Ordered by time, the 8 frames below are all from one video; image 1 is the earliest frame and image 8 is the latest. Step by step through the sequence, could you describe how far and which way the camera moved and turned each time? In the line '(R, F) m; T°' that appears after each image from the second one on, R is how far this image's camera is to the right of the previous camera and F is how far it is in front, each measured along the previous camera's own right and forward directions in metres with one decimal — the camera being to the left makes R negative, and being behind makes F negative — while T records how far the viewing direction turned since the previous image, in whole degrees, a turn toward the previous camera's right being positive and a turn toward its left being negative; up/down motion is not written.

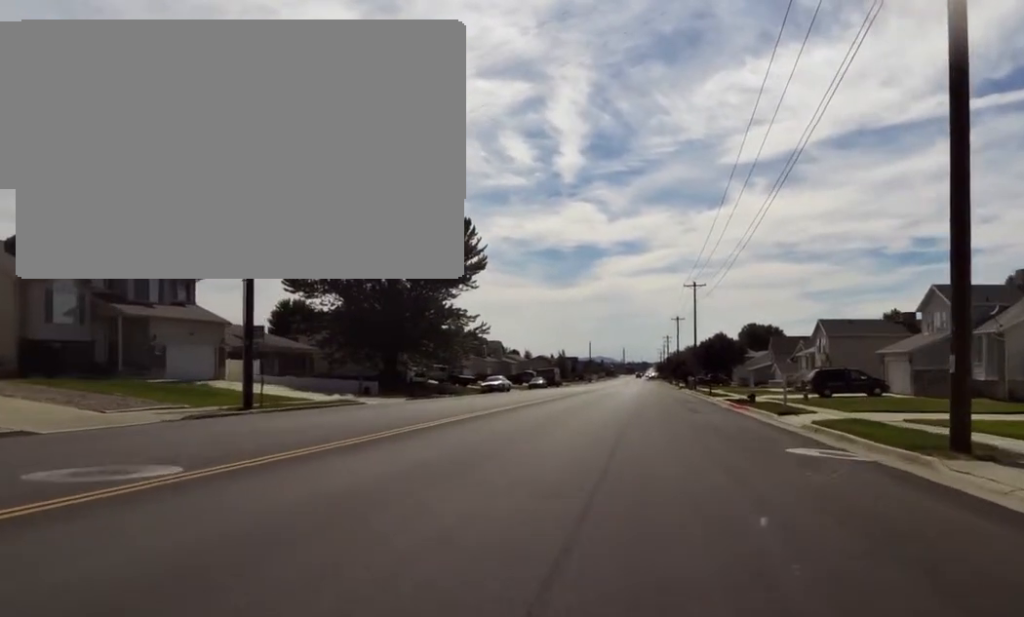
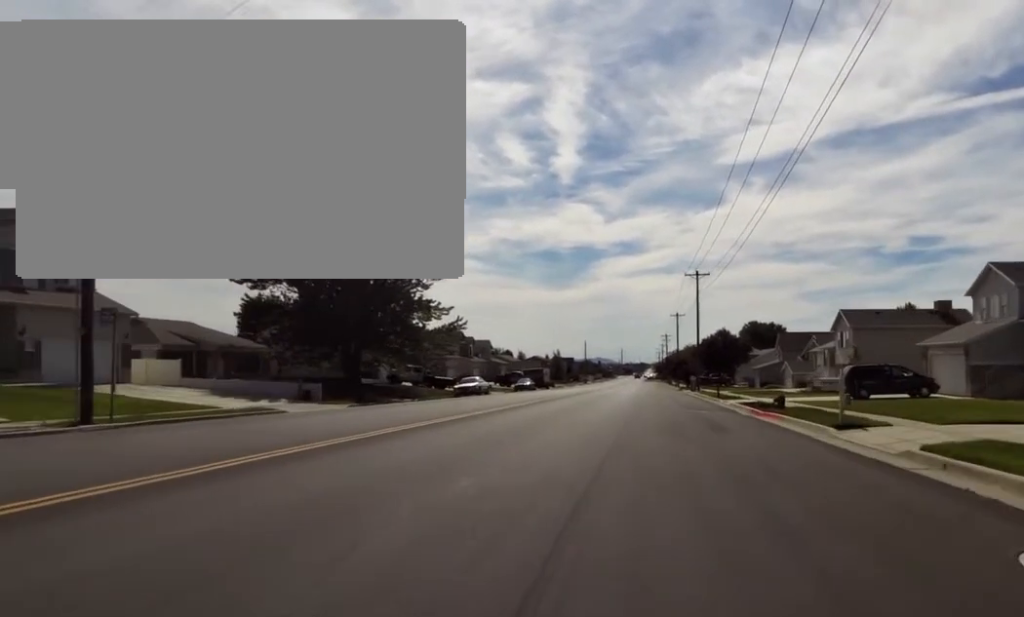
(0.0, +7.9) m; 0°
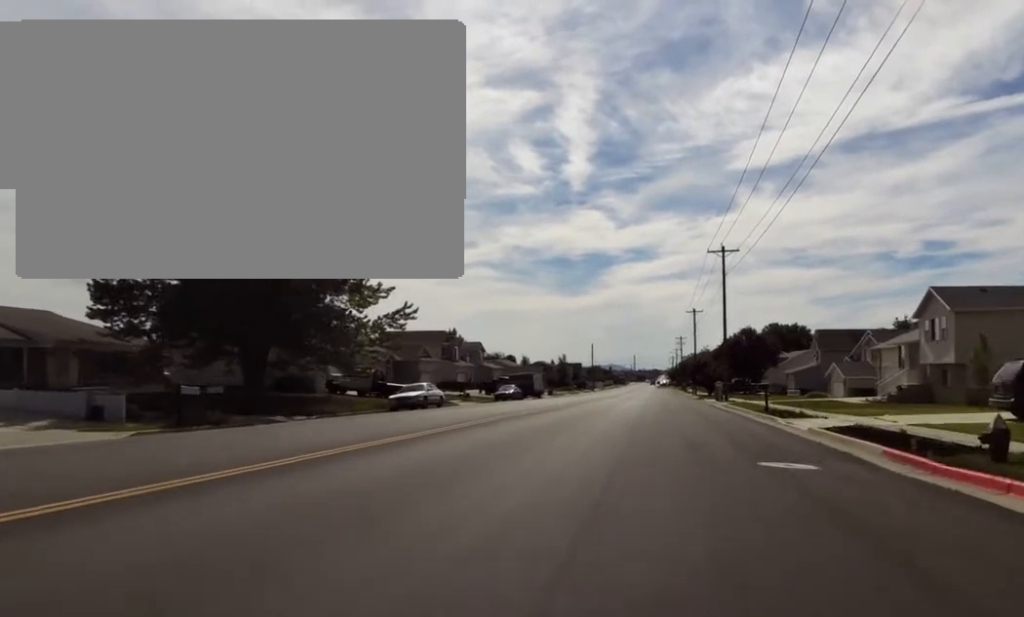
(0.0, +16.1) m; 0°
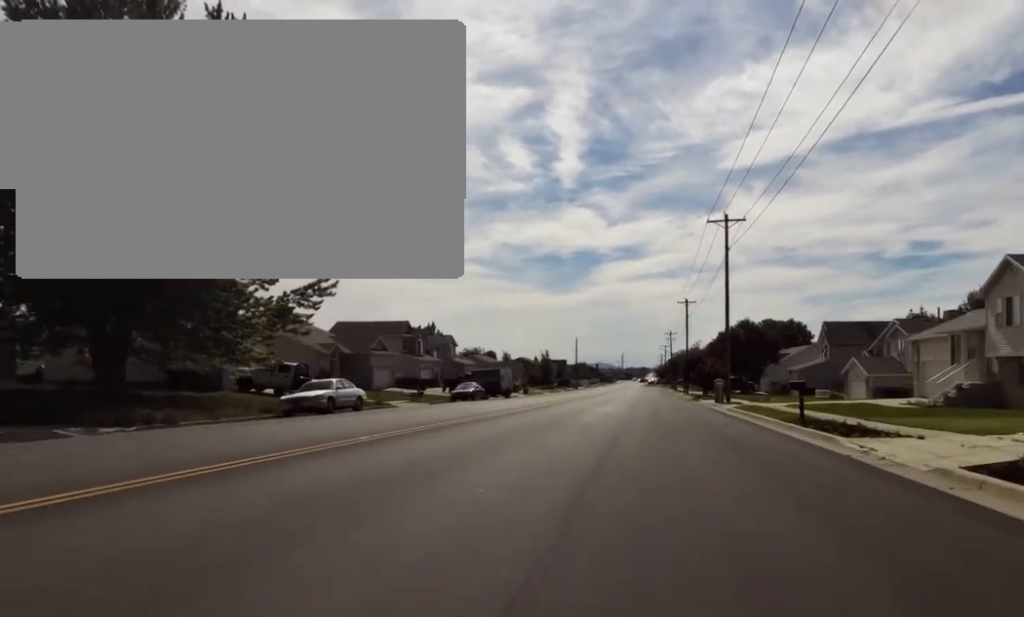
(0.0, +10.0) m; 0°
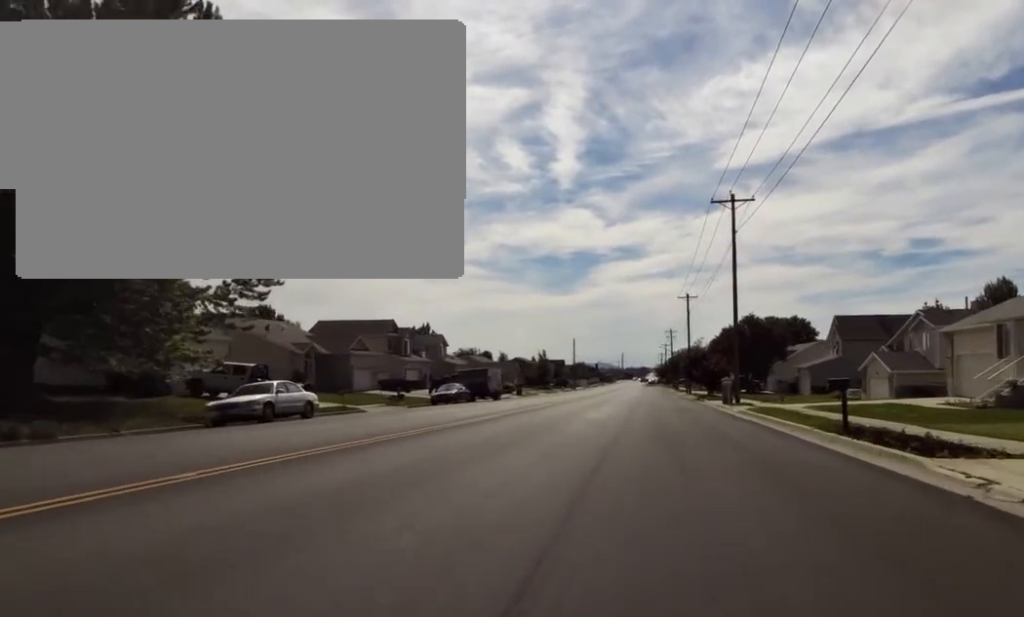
(0.0, +4.8) m; 0°
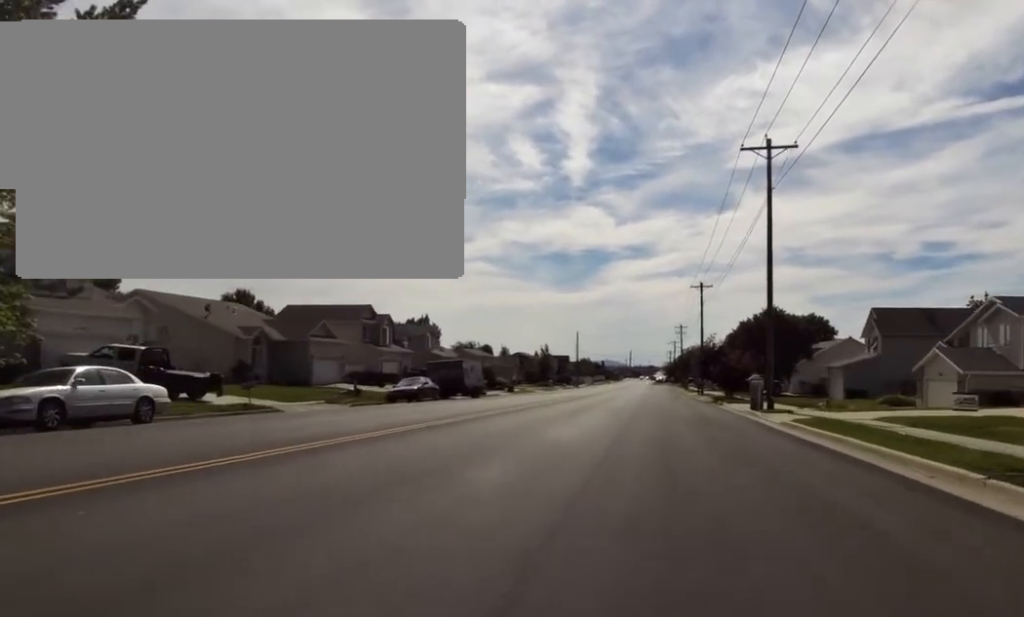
(0.0, +9.6) m; 0°
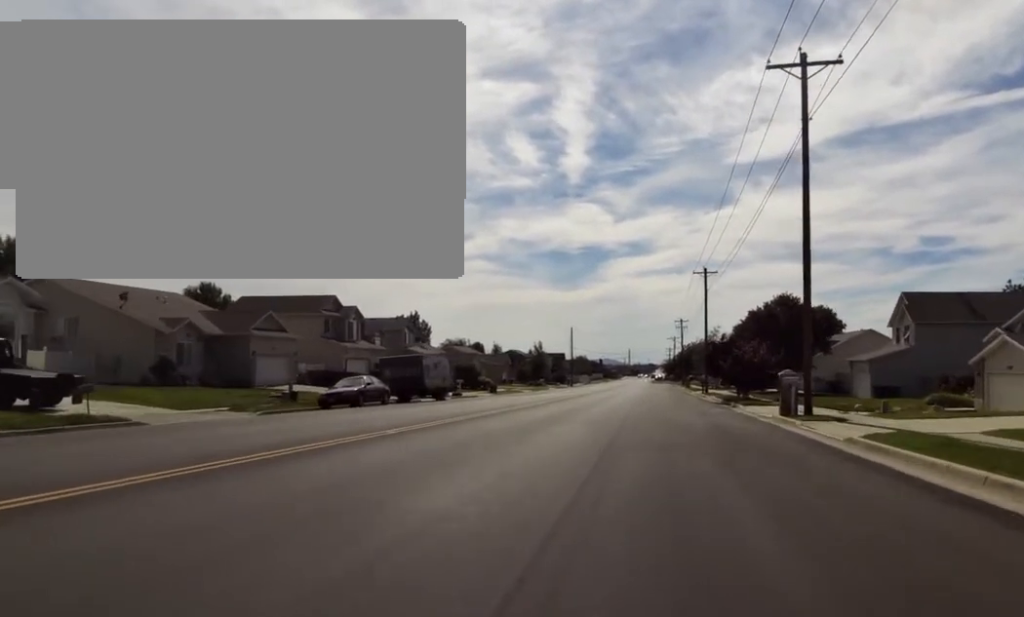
(0.0, +7.8) m; 0°
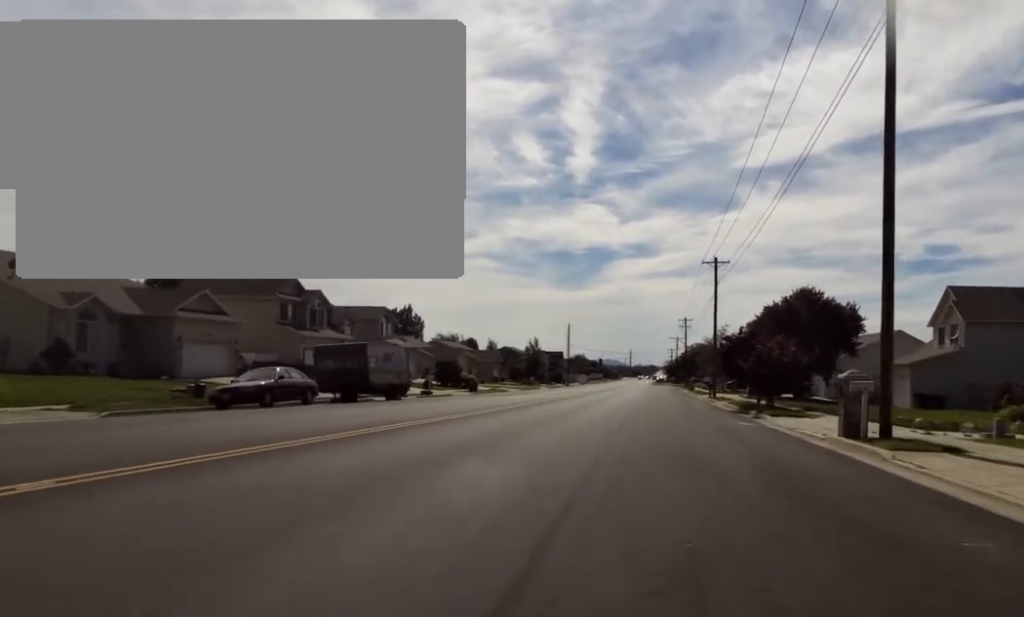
(0.0, +8.3) m; 0°
